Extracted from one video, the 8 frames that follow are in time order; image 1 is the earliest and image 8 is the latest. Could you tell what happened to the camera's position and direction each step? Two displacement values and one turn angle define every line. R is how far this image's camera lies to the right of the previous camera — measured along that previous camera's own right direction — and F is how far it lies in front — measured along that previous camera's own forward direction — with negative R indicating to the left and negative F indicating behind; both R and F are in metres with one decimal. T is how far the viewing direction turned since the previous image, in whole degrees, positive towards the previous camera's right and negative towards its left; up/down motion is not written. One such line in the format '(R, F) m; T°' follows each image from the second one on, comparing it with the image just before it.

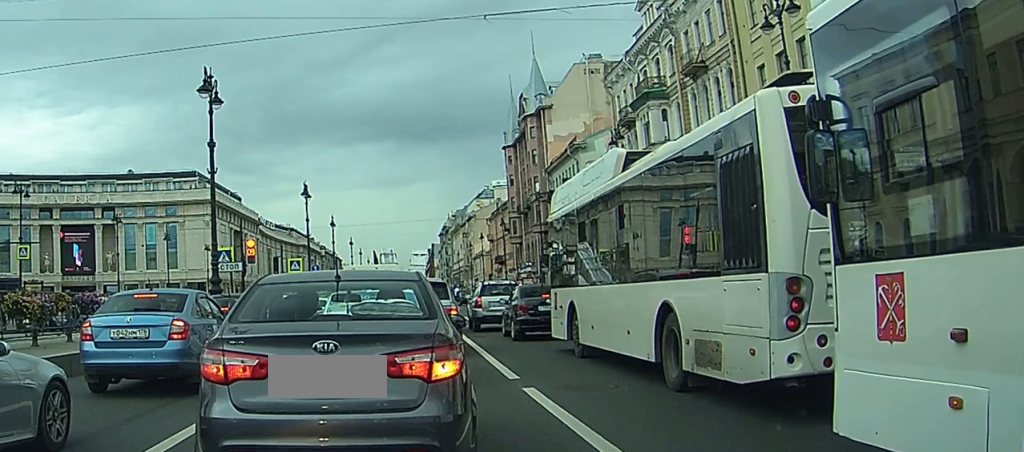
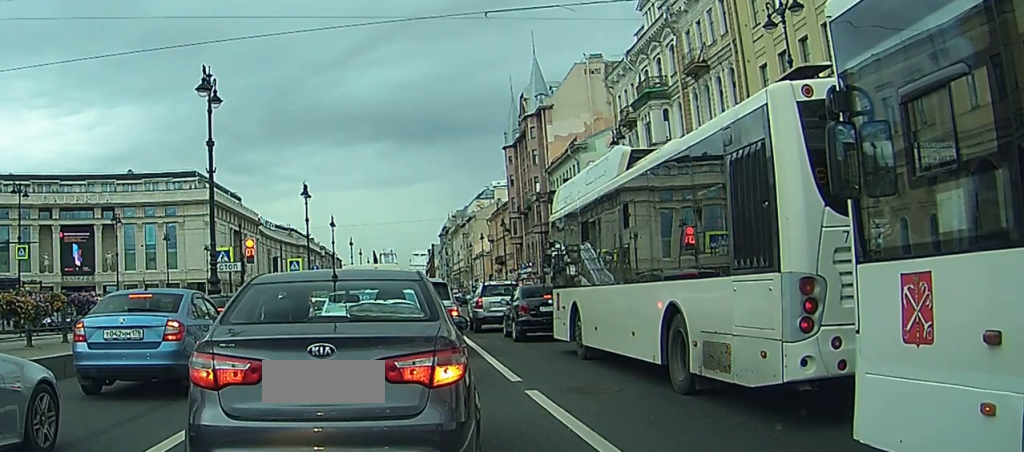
(-0.8, +1.7) m; 0°
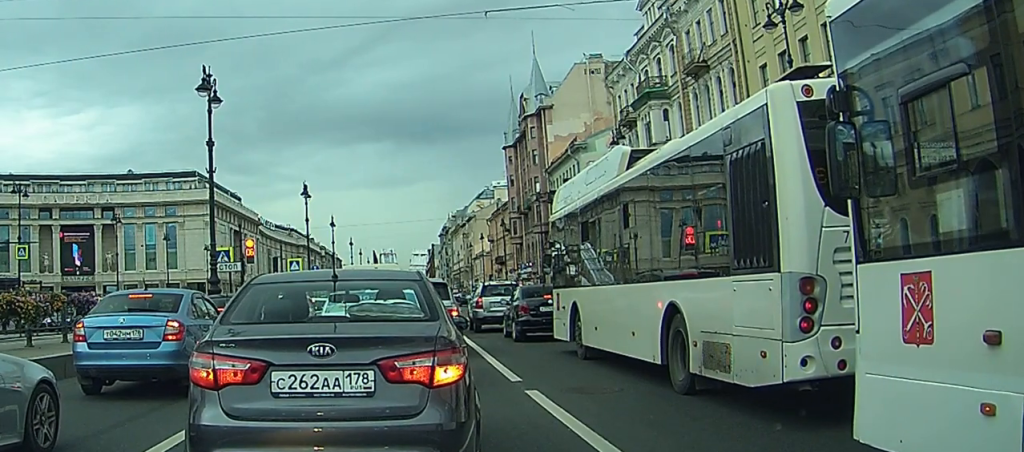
(-0.2, -0.1) m; 0°
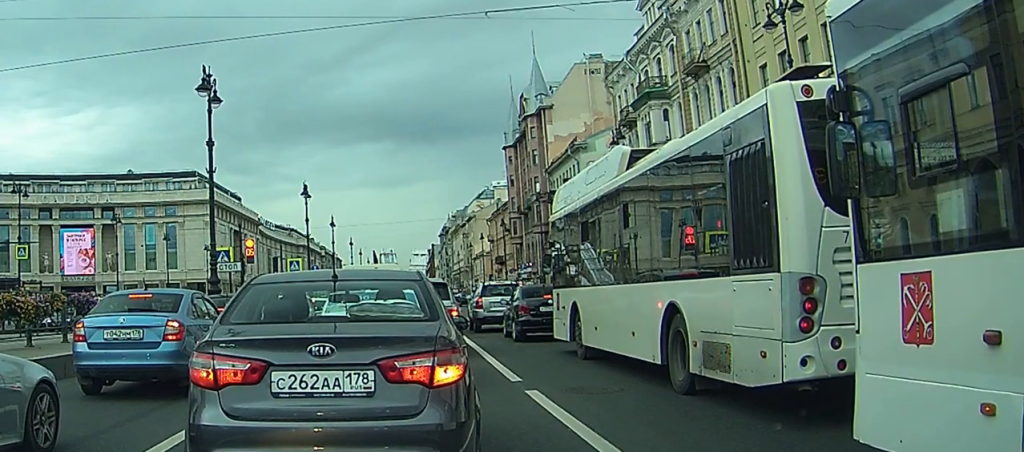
(-0.2, -0.2) m; 0°
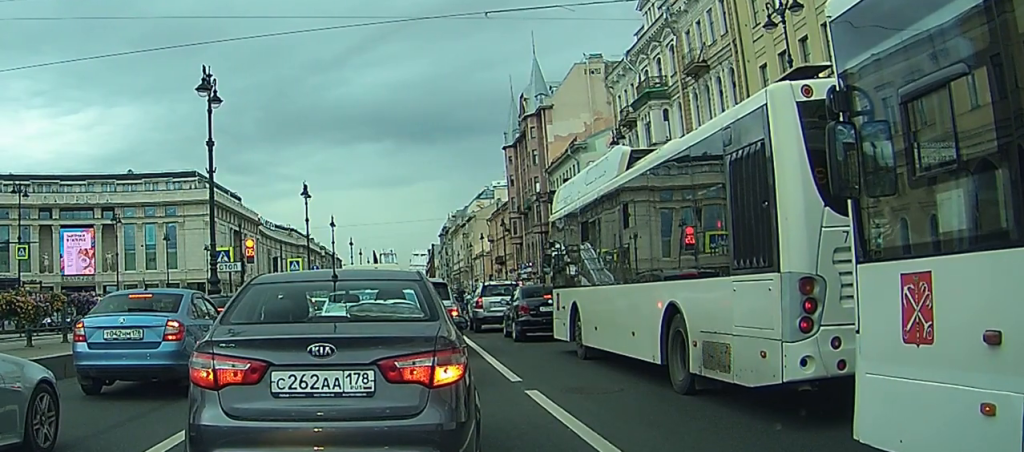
(-0.1, -0.1) m; 0°
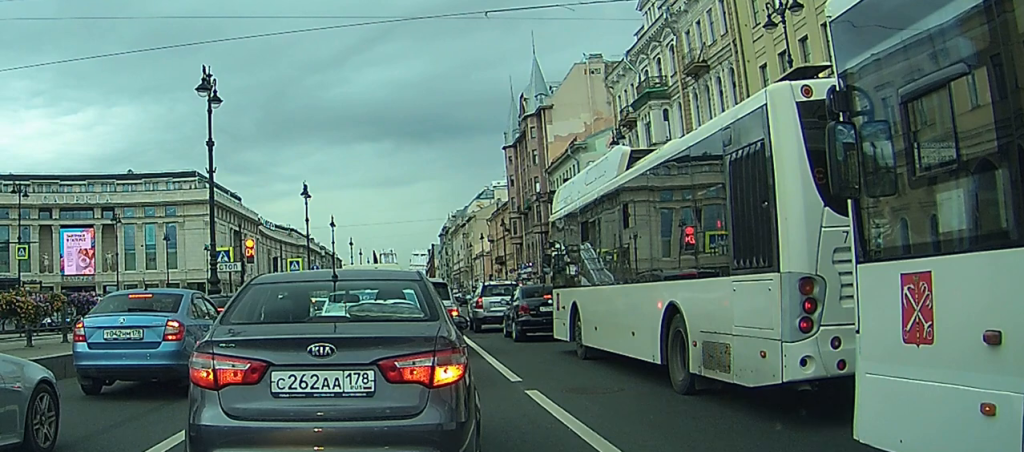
(-0.1, -0.1) m; 0°
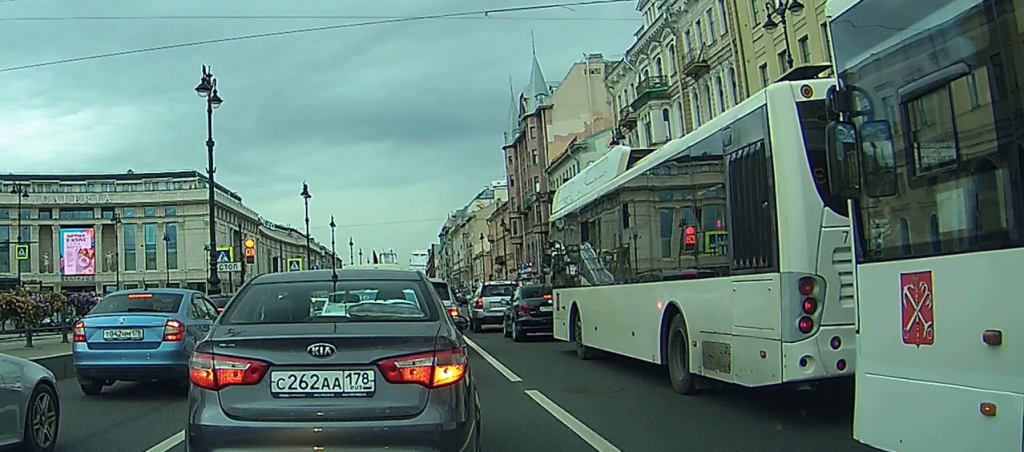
(0.0, -0.1) m; 0°
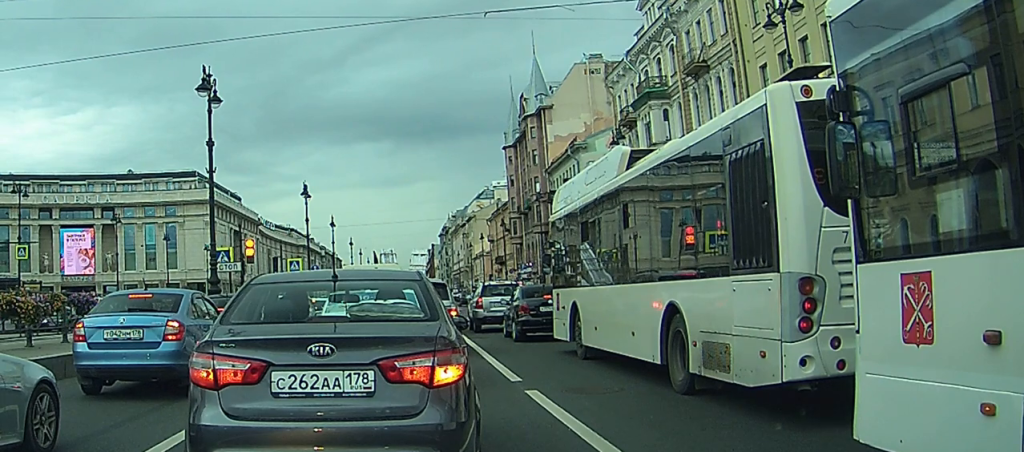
(0.0, 0.0) m; 0°
